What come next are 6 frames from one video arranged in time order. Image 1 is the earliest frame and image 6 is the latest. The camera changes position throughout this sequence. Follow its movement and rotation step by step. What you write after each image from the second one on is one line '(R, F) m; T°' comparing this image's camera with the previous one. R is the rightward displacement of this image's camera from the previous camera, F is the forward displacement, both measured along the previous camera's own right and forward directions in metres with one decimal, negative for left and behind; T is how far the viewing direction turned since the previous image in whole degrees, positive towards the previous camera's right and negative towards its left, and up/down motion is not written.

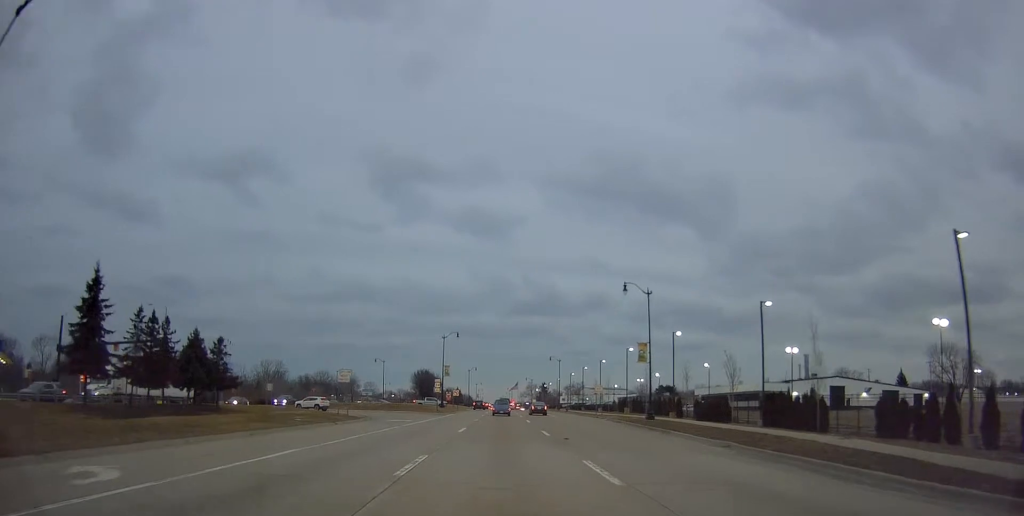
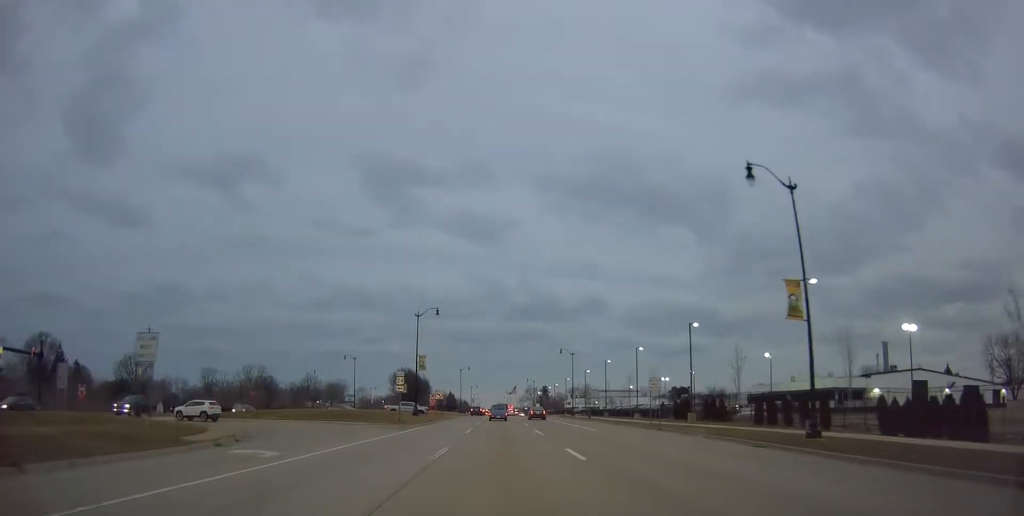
(+0.3, +25.5) m; +2°
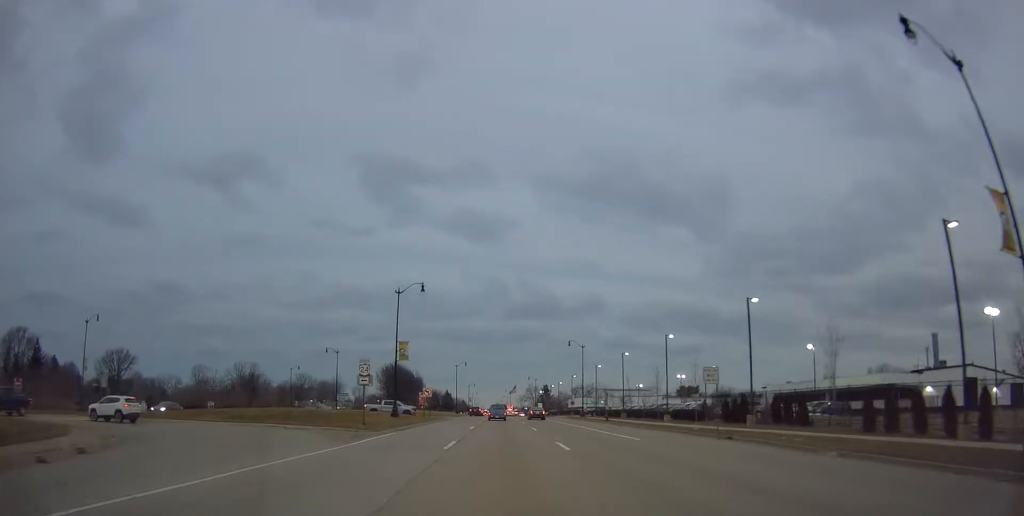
(+0.1, +12.0) m; +1°
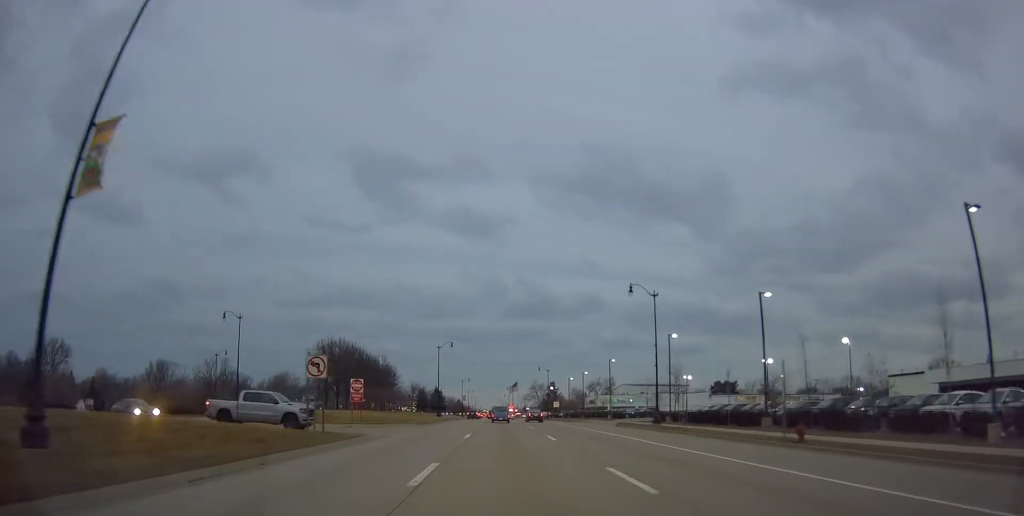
(-0.2, +39.0) m; -1°
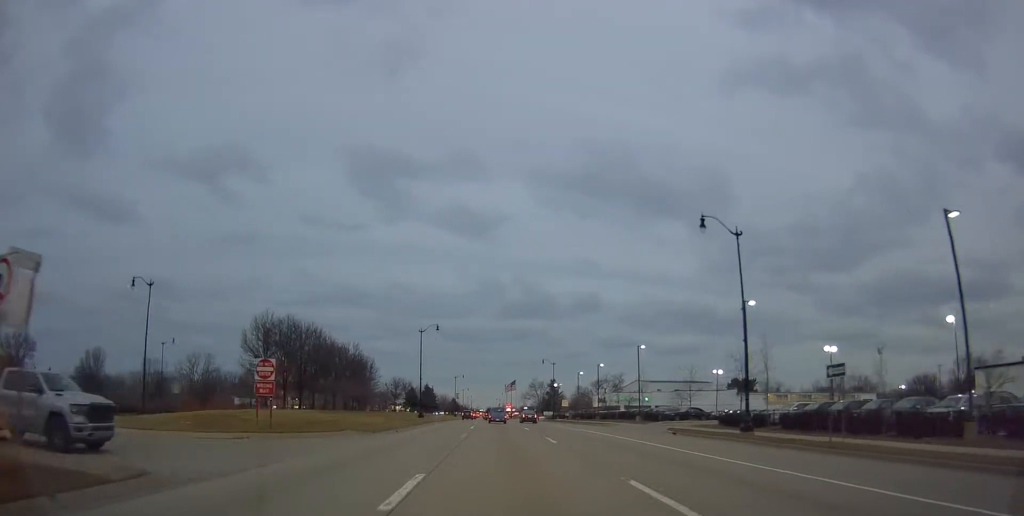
(-0.3, +17.6) m; 0°
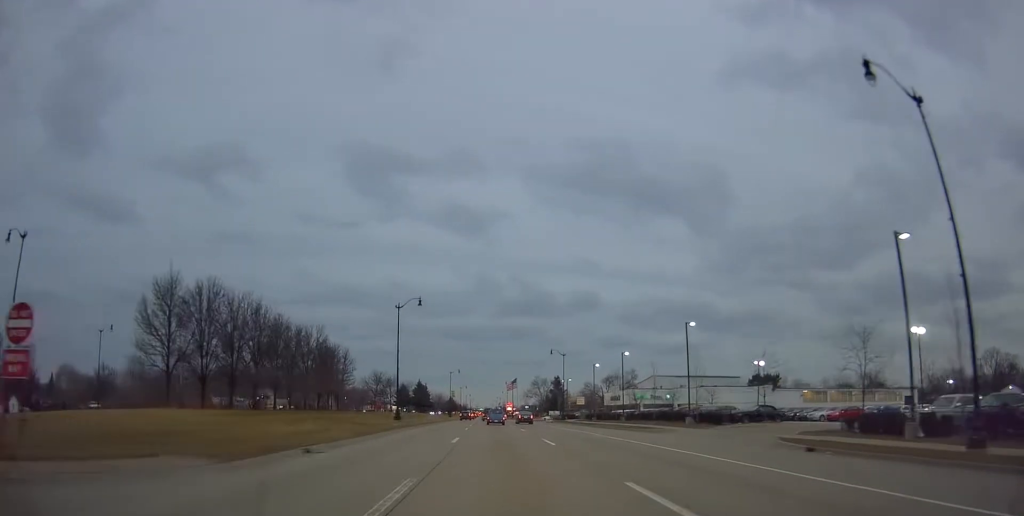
(+0.3, +16.3) m; +1°
